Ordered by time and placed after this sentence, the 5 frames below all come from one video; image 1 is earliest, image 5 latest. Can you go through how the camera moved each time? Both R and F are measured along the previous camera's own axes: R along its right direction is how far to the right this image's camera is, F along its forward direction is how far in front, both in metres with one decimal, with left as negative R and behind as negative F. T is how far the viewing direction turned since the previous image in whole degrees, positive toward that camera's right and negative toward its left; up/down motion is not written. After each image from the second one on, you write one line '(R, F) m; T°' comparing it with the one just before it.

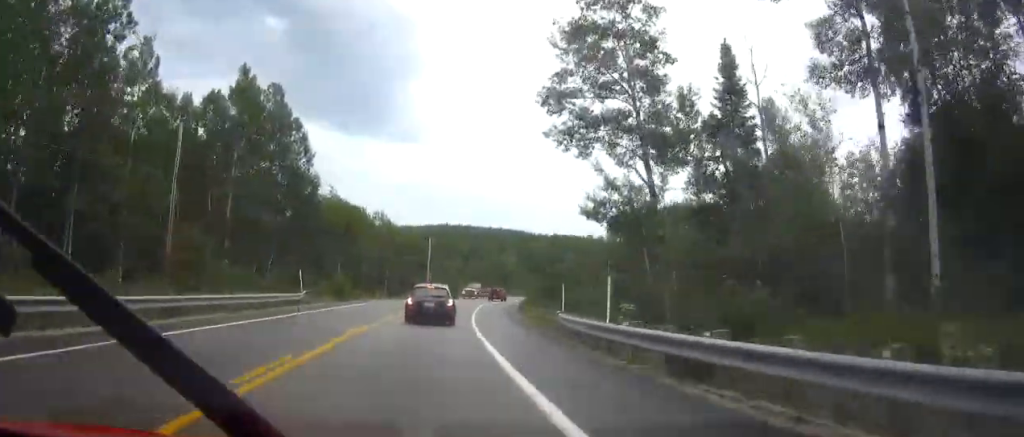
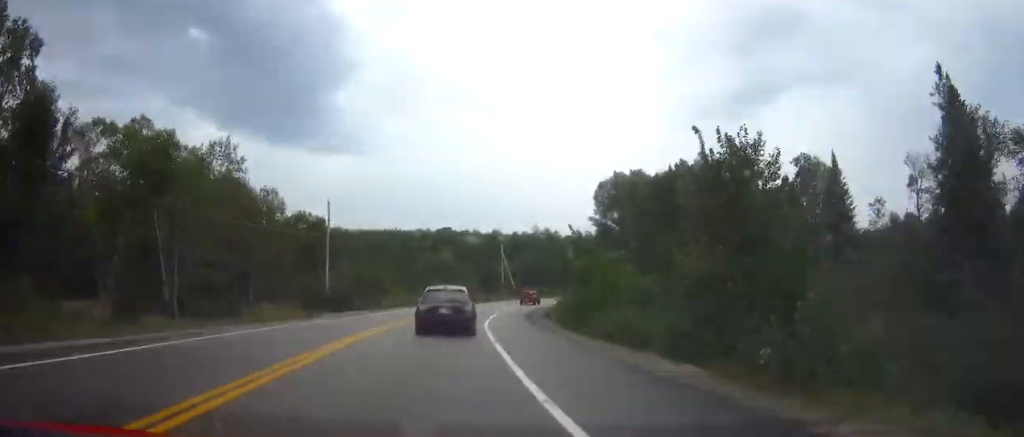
(+1.5, +48.9) m; +5°
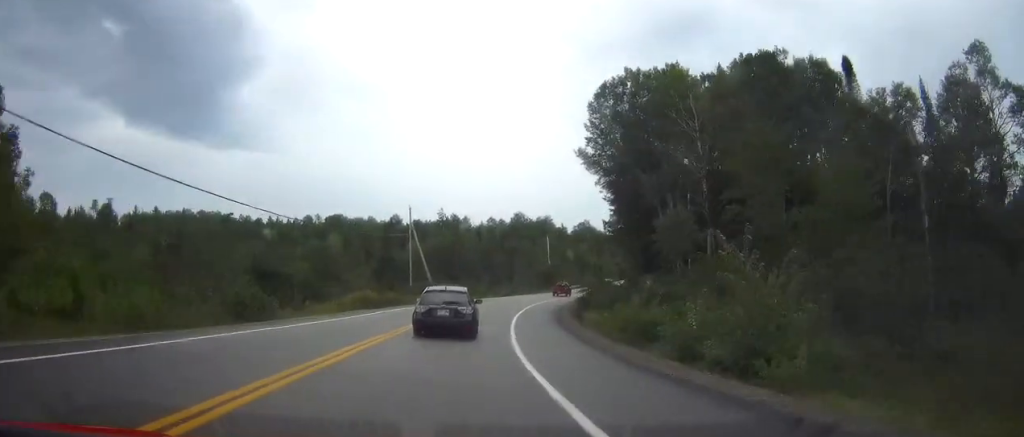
(+4.6, +52.0) m; +9°
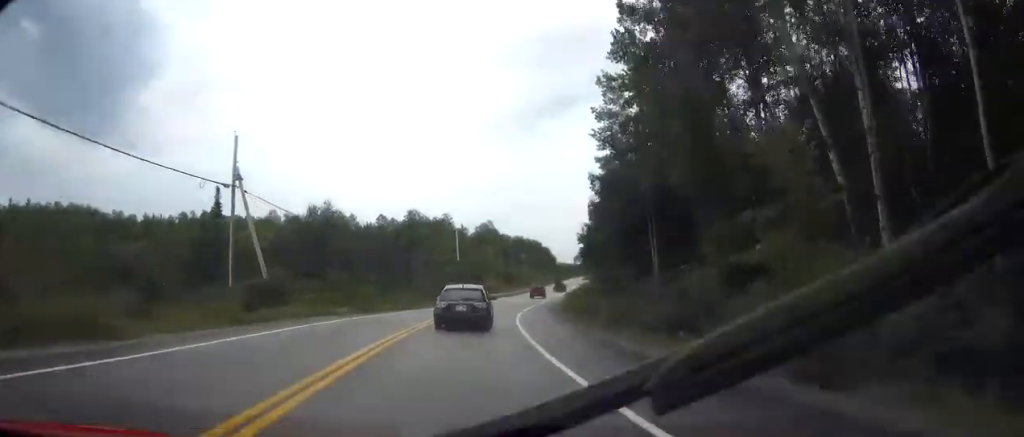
(+2.0, +37.7) m; +9°
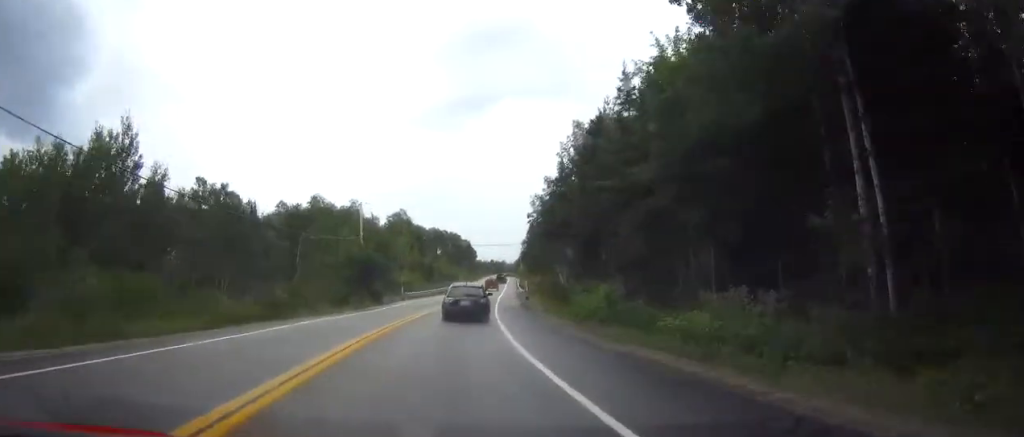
(+2.2, +31.1) m; +7°
